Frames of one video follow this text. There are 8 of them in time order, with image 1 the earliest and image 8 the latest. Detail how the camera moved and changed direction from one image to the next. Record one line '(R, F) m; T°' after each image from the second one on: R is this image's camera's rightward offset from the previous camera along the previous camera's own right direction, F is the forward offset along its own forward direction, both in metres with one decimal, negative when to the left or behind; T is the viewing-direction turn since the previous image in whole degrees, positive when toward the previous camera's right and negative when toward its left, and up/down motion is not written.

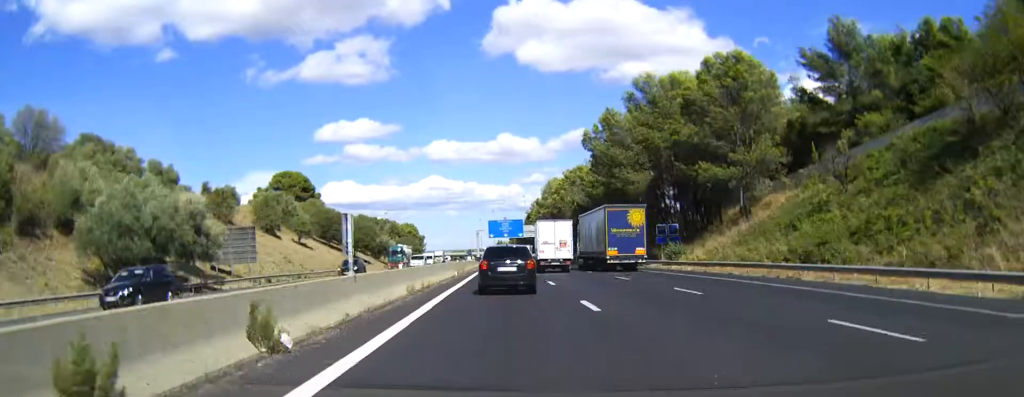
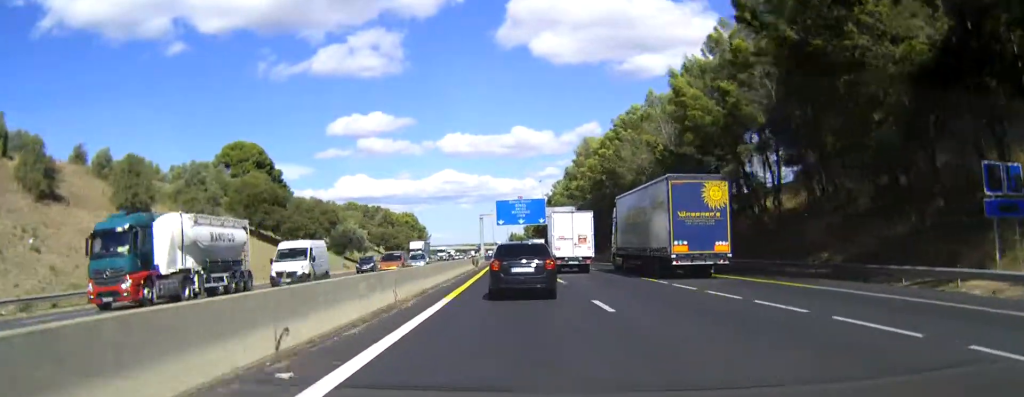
(-0.2, +53.3) m; 0°
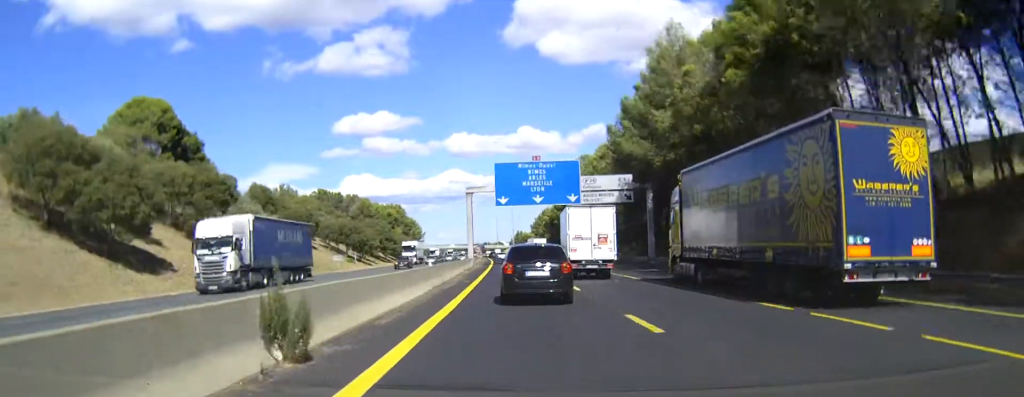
(-0.3, +55.7) m; -1°
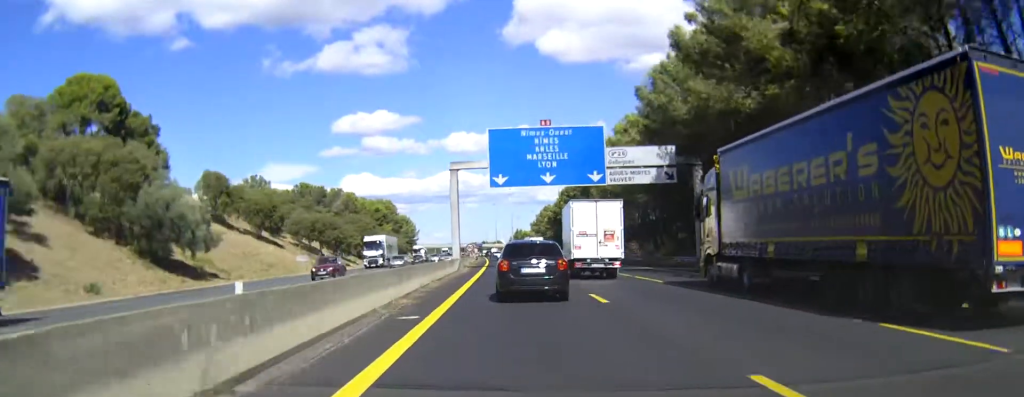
(0.0, +20.5) m; 0°
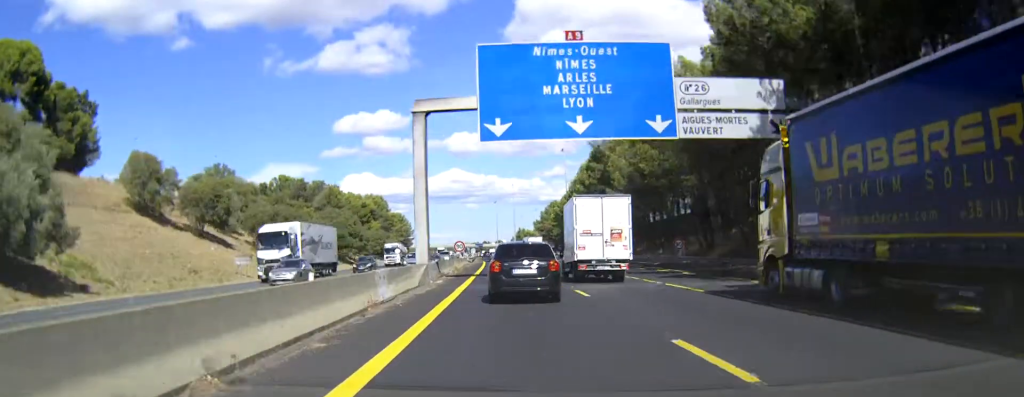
(-0.1, +23.3) m; 0°
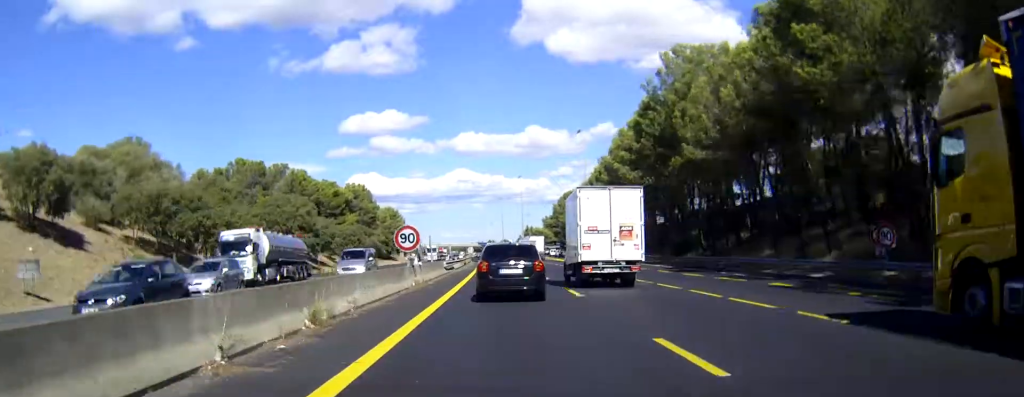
(-0.2, +38.9) m; -1°
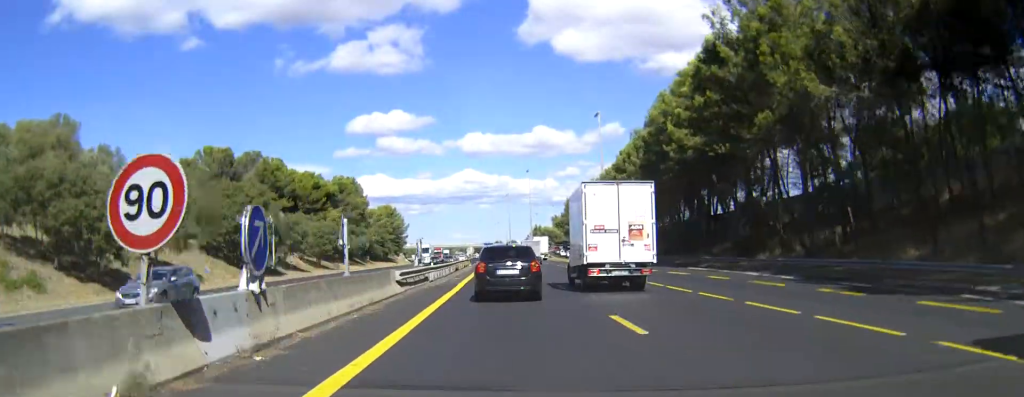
(0.0, +22.5) m; -1°
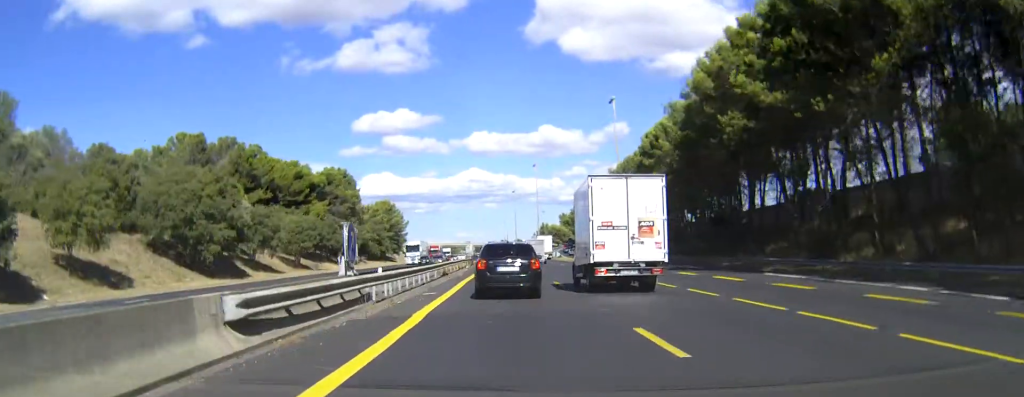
(-0.1, +15.3) m; 0°
